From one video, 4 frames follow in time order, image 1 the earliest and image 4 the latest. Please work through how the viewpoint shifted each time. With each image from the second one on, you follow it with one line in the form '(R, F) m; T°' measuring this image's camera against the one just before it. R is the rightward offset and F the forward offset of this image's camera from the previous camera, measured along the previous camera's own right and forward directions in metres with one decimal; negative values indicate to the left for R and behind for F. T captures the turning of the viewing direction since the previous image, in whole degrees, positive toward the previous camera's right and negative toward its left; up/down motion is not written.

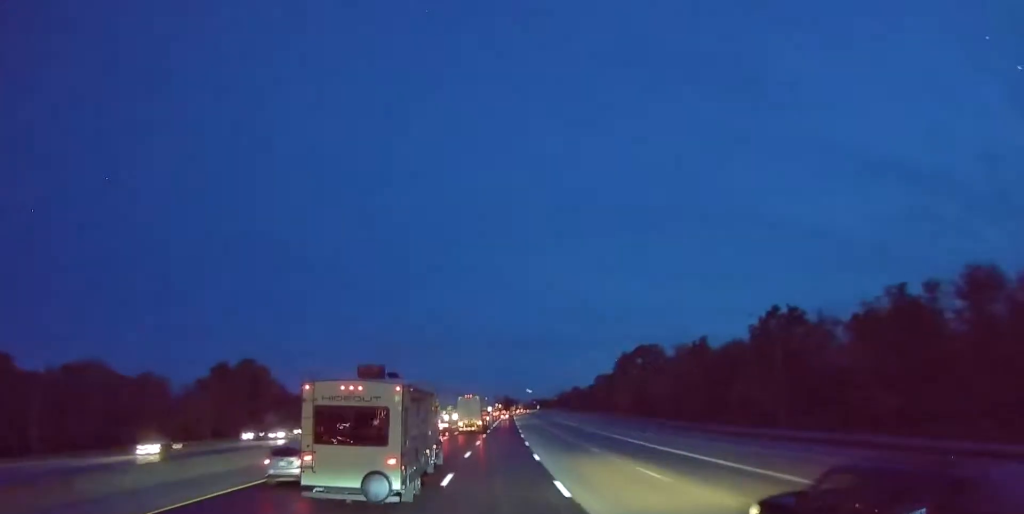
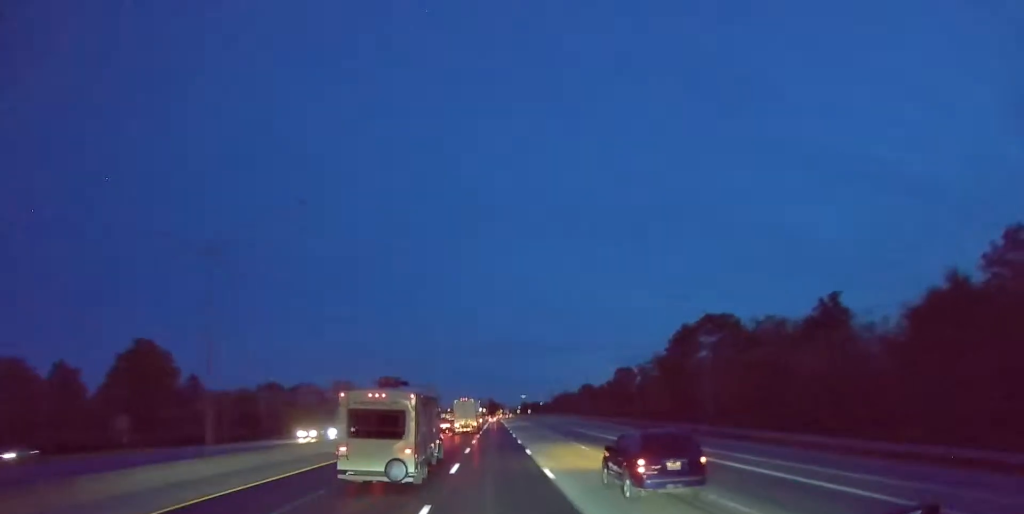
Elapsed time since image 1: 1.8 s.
(+1.6, +45.2) m; +4°
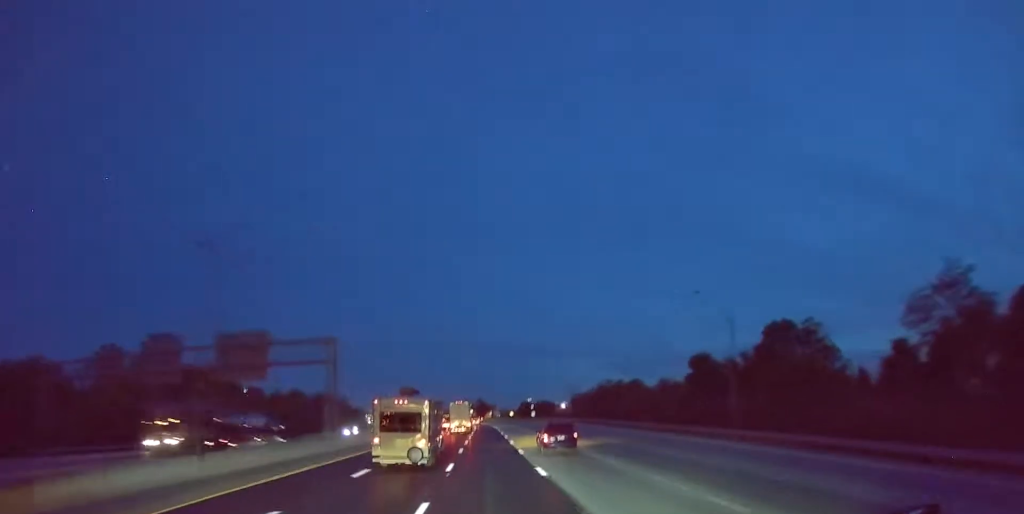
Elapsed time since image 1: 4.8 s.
(+1.2, +73.3) m; 0°
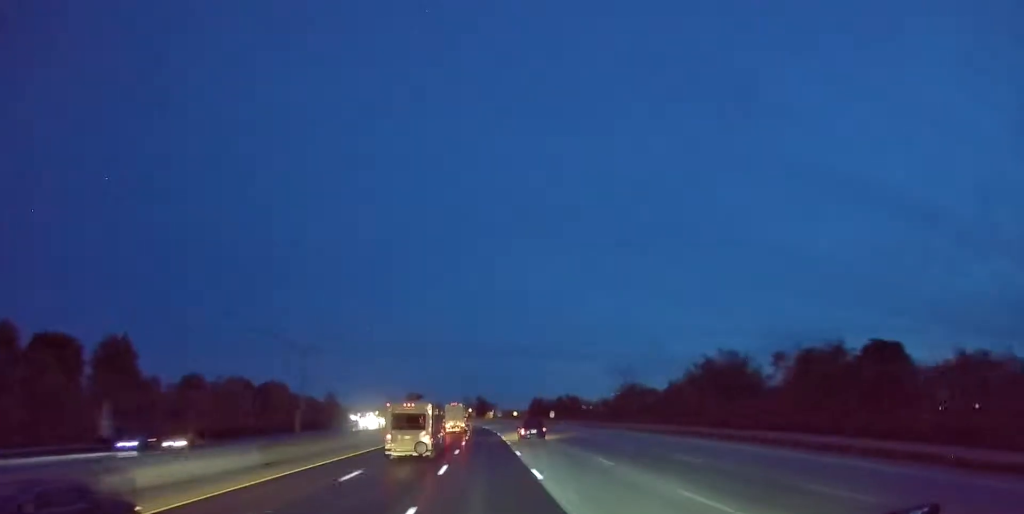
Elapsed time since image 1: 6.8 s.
(-0.5, +50.1) m; 0°
